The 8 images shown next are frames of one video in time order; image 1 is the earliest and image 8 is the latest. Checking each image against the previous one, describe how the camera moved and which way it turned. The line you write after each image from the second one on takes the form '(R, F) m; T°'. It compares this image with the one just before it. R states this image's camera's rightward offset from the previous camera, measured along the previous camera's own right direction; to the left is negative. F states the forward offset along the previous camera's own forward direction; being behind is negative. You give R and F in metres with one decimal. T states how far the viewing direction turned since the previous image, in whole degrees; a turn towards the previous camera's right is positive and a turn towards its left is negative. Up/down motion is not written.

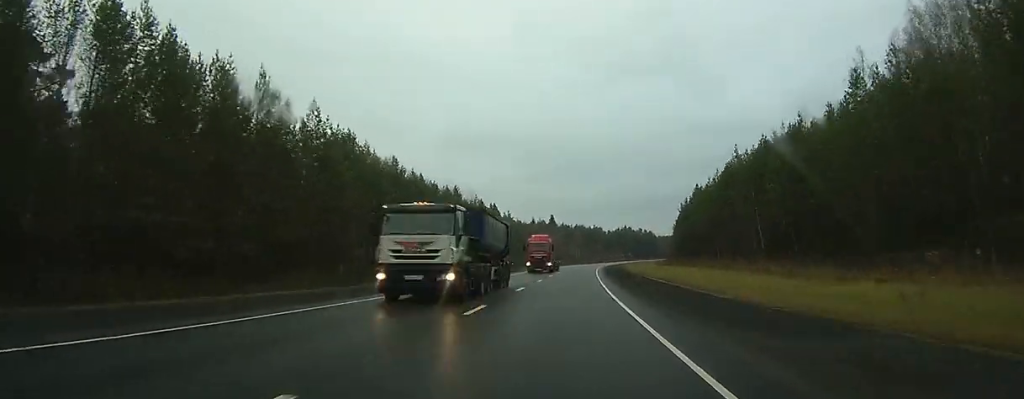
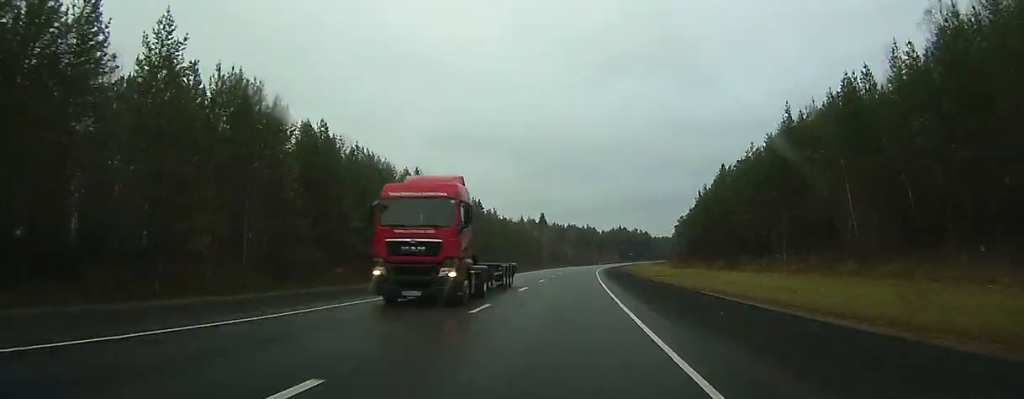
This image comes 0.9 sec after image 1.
(+0.3, +24.5) m; +1°
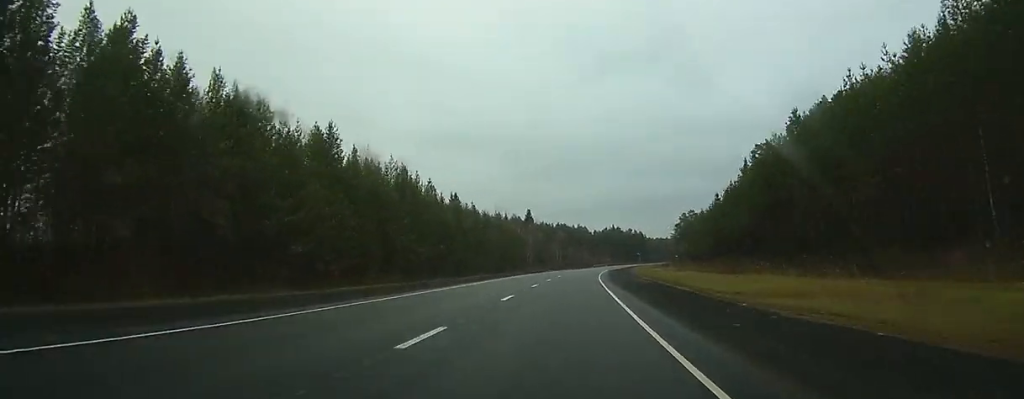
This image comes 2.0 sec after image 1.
(+0.4, +30.9) m; +1°
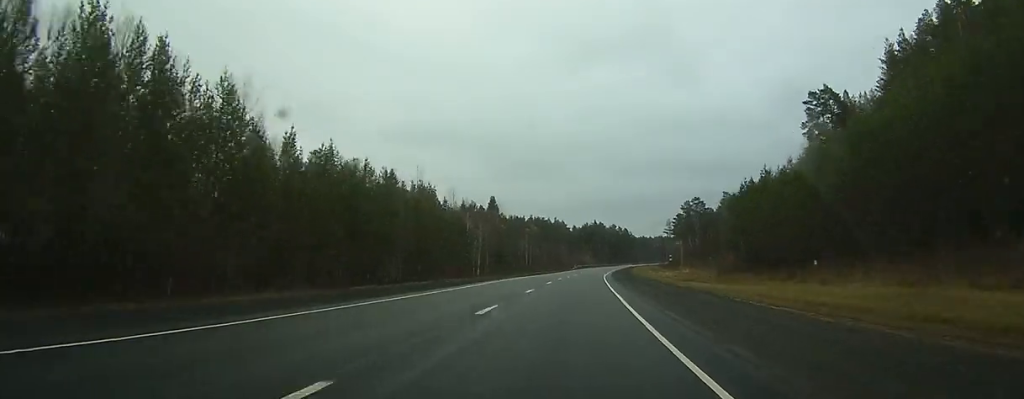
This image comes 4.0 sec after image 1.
(+0.8, +53.8) m; +2°
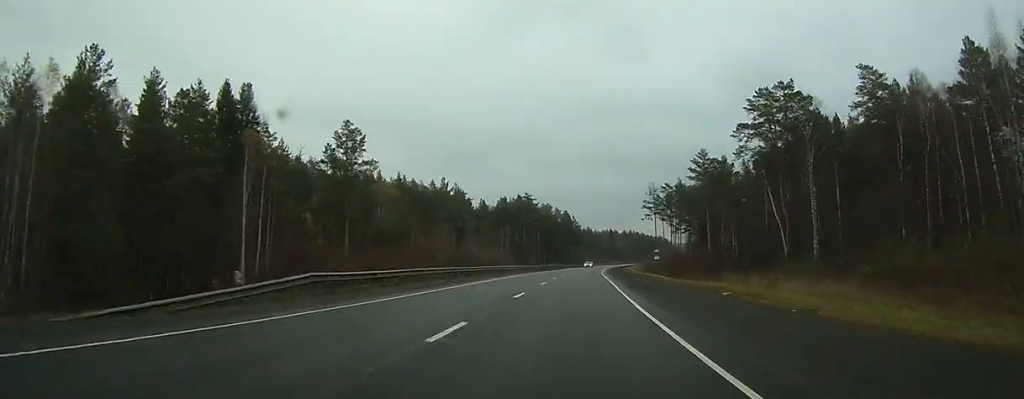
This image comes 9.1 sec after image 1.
(+8.0, +135.3) m; +7°
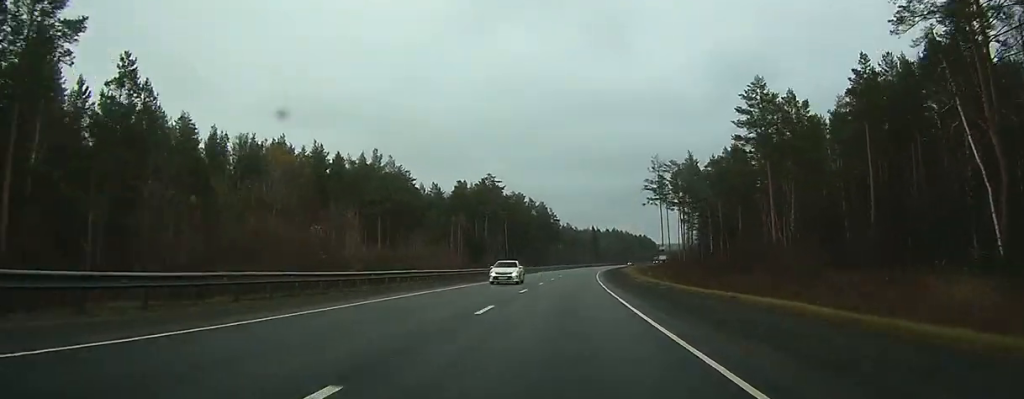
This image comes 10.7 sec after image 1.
(+0.7, +42.0) m; +2°
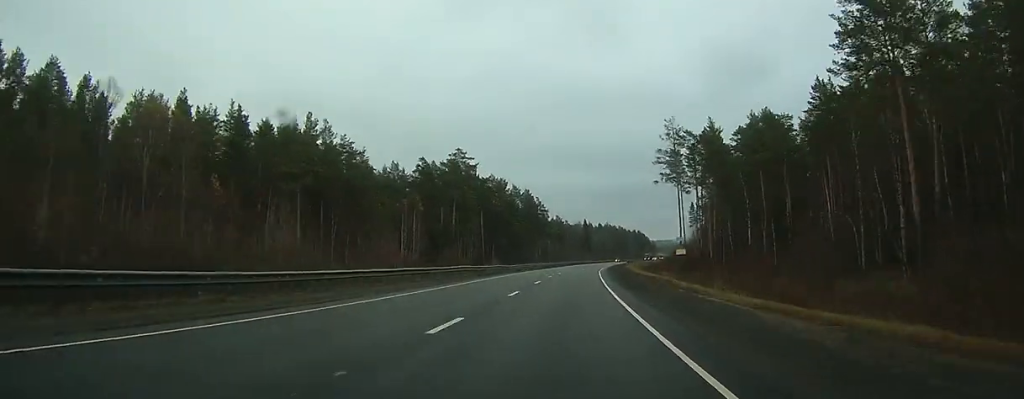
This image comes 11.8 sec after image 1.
(+0.3, +28.0) m; +1°
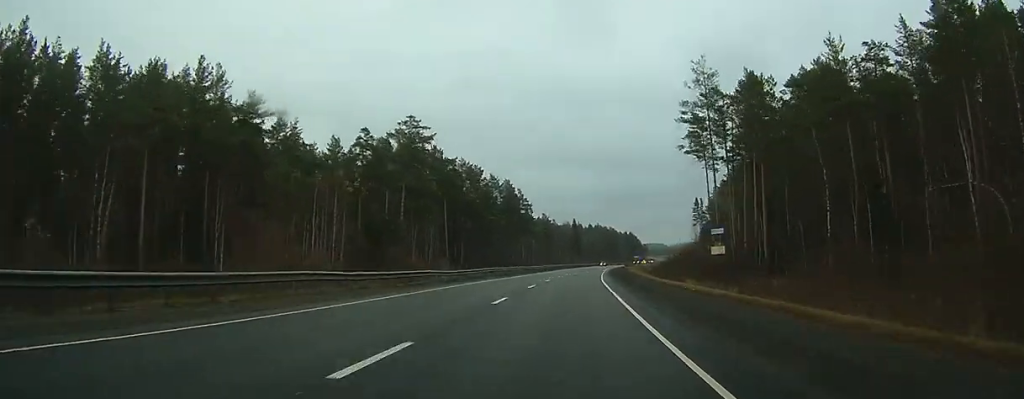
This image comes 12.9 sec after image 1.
(0.0, +28.0) m; +1°
